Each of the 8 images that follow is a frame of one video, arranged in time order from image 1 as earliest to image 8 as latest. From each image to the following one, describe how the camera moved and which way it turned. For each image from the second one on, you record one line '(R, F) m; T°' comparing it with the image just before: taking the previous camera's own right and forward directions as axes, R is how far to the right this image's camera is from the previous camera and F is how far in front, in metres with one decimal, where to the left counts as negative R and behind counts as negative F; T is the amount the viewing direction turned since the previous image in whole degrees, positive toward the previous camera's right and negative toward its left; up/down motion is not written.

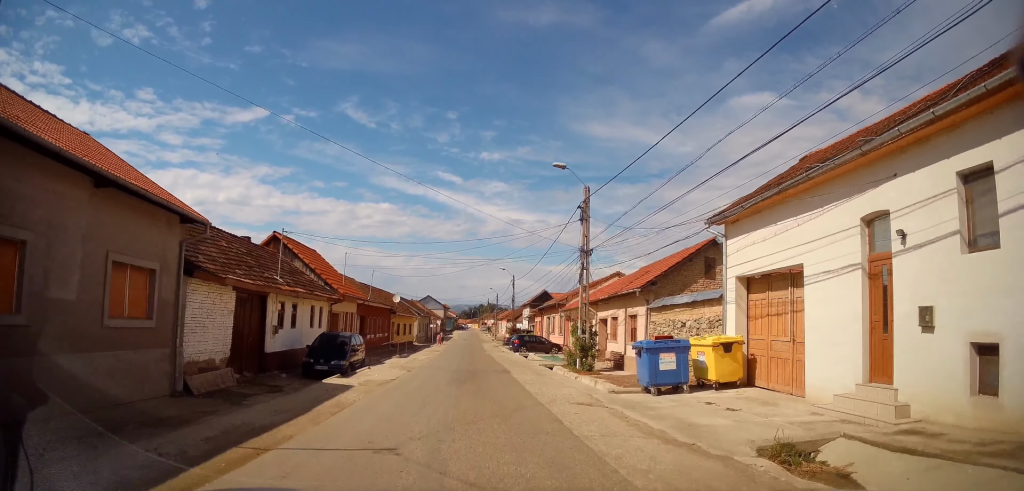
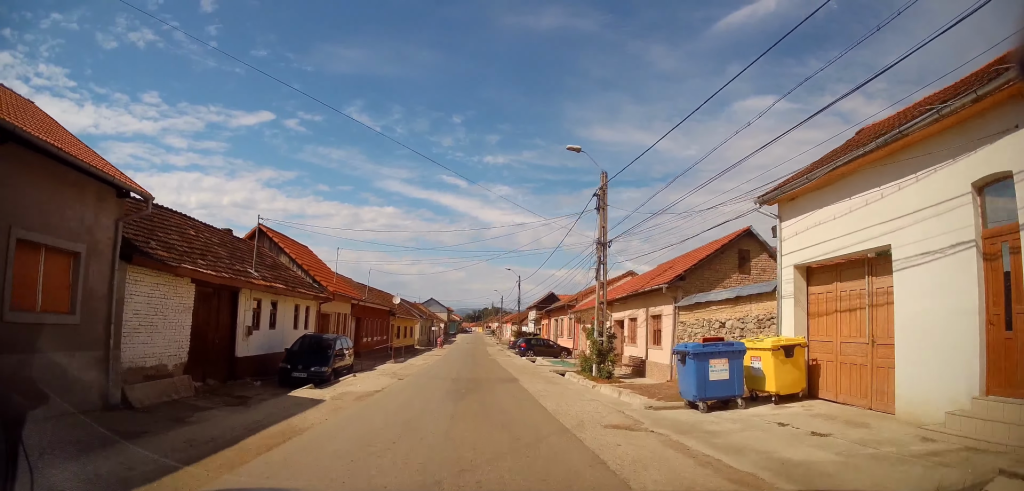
(-0.1, +2.6) m; -1°
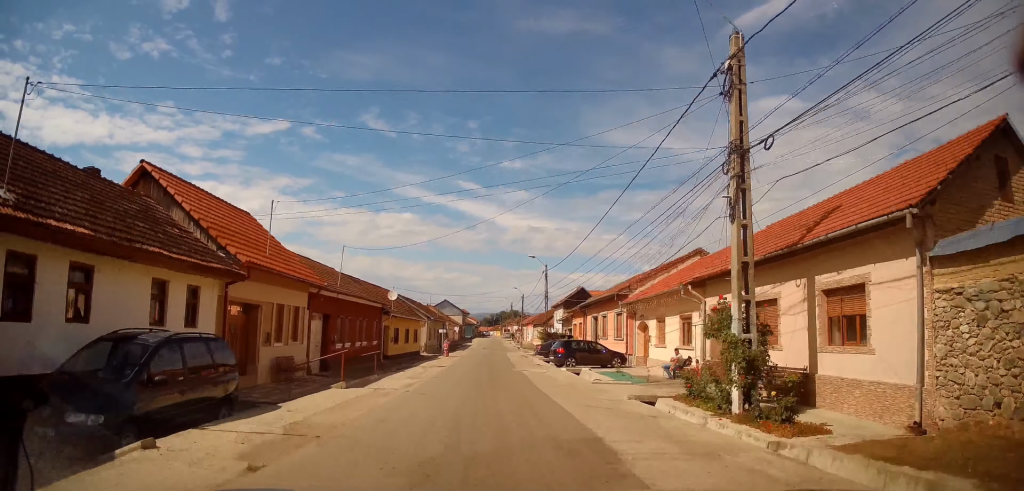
(-1.0, +10.1) m; -5°
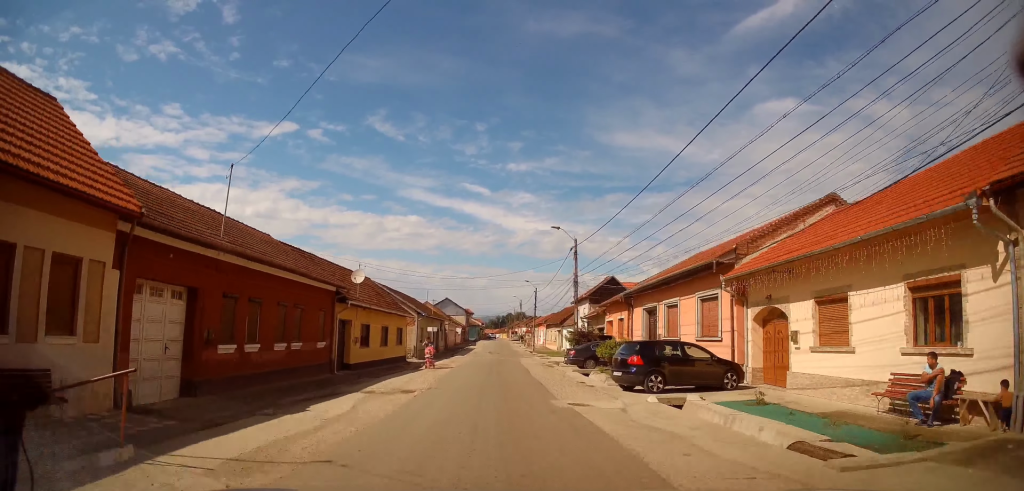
(+0.3, +12.9) m; 0°
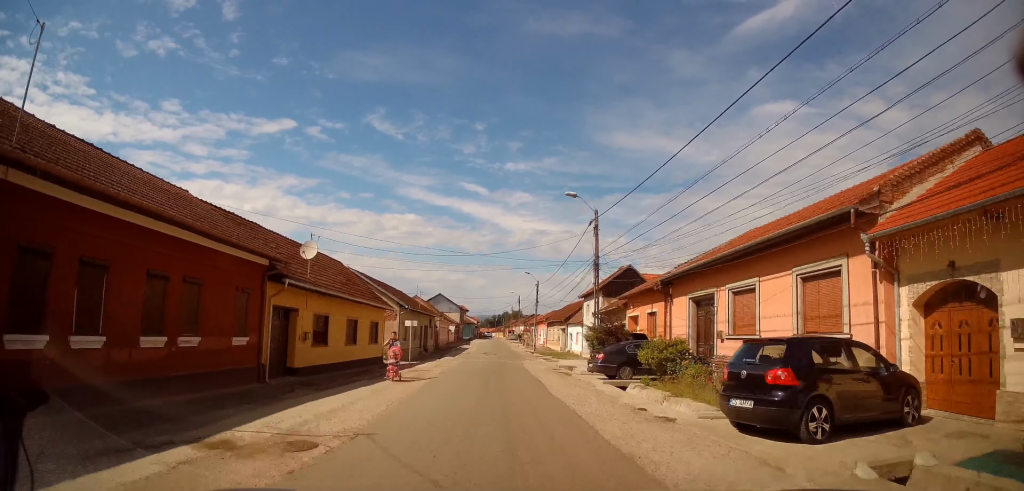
(-0.2, +7.6) m; 0°
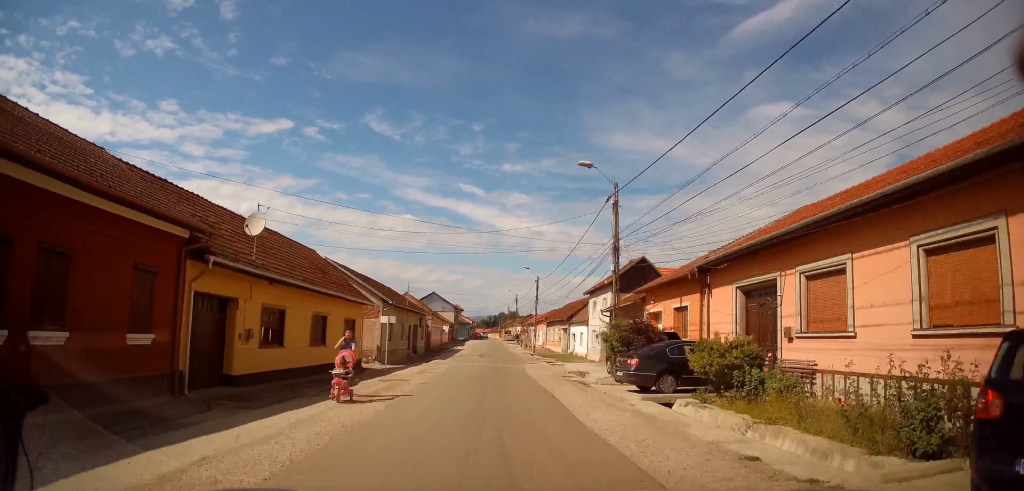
(+0.2, +4.9) m; +1°
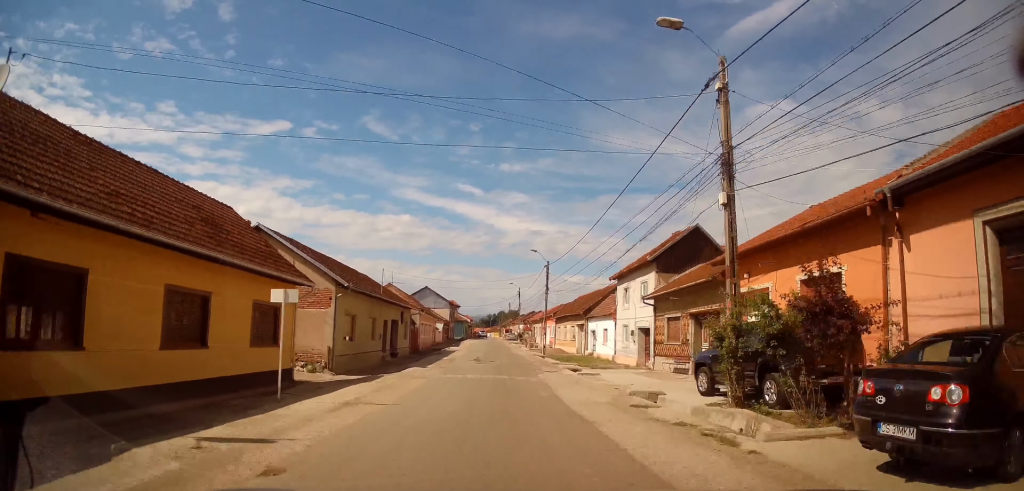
(0.0, +10.2) m; -1°
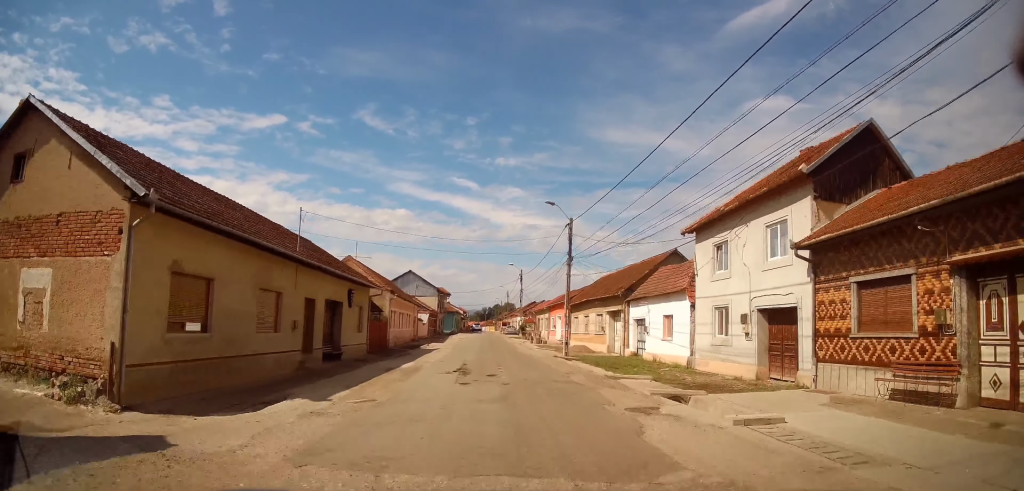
(-0.2, +14.1) m; 0°
